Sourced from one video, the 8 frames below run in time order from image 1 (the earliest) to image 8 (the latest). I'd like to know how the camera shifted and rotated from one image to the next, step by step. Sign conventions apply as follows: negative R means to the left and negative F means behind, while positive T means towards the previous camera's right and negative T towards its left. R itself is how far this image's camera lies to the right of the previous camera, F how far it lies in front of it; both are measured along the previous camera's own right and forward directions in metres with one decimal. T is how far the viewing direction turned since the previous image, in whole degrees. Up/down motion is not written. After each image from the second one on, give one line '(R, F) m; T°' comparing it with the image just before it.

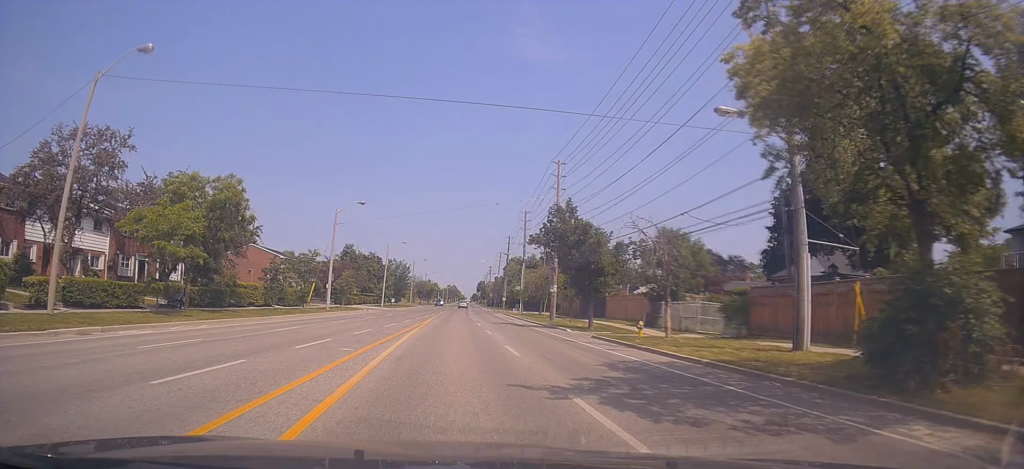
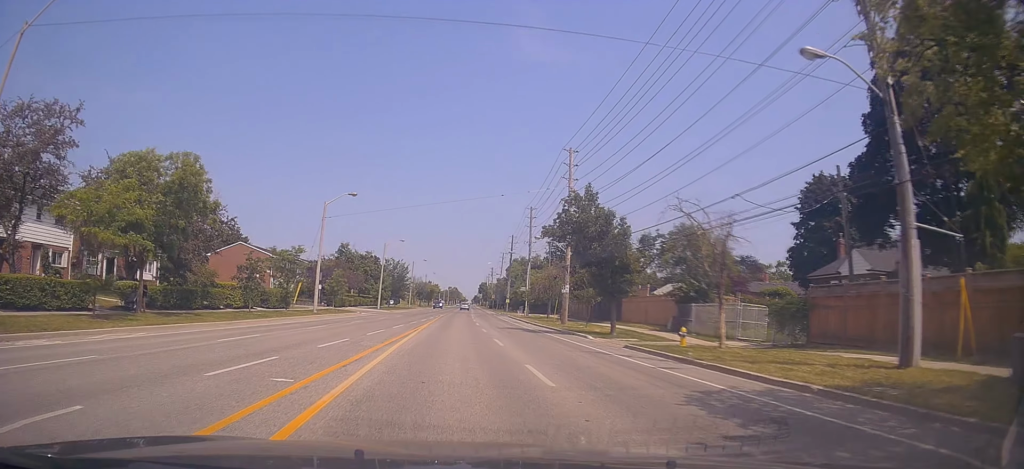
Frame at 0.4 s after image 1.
(0.0, +5.0) m; +1°
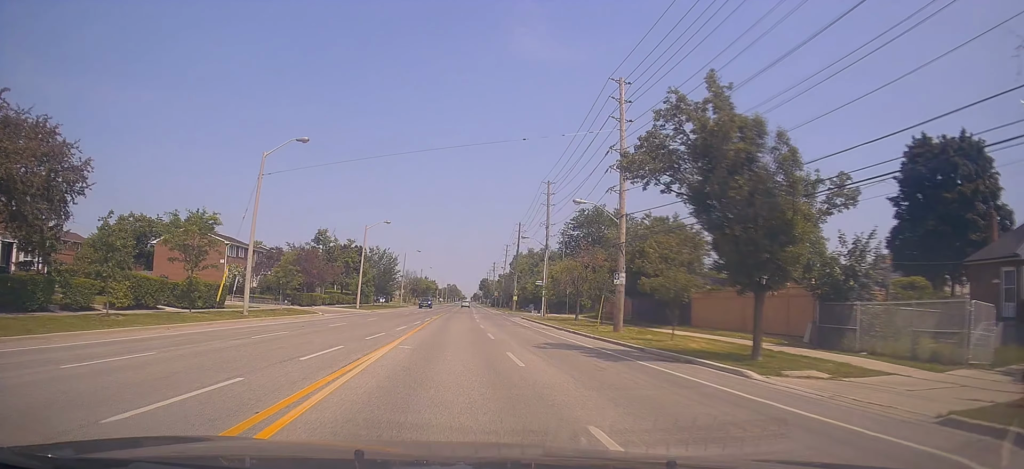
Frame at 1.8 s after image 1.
(+0.4, +15.5) m; +1°
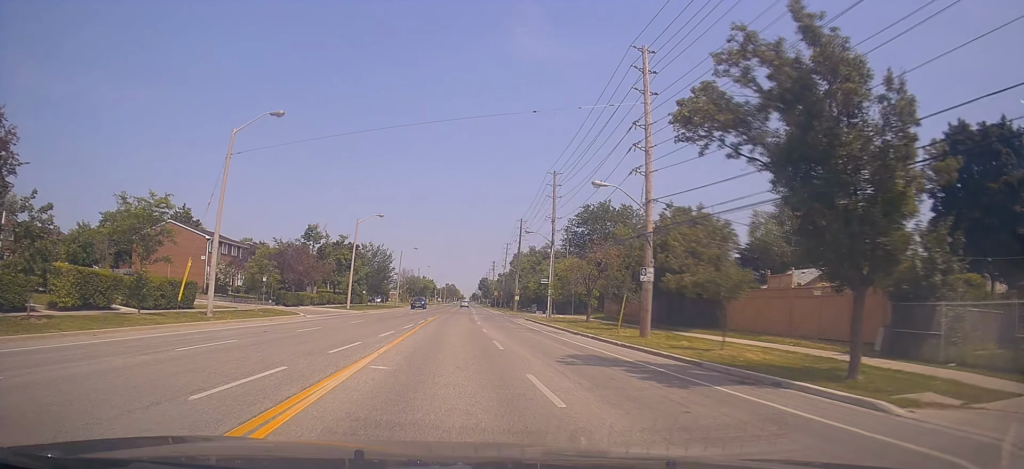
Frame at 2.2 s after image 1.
(0.0, +4.6) m; 0°
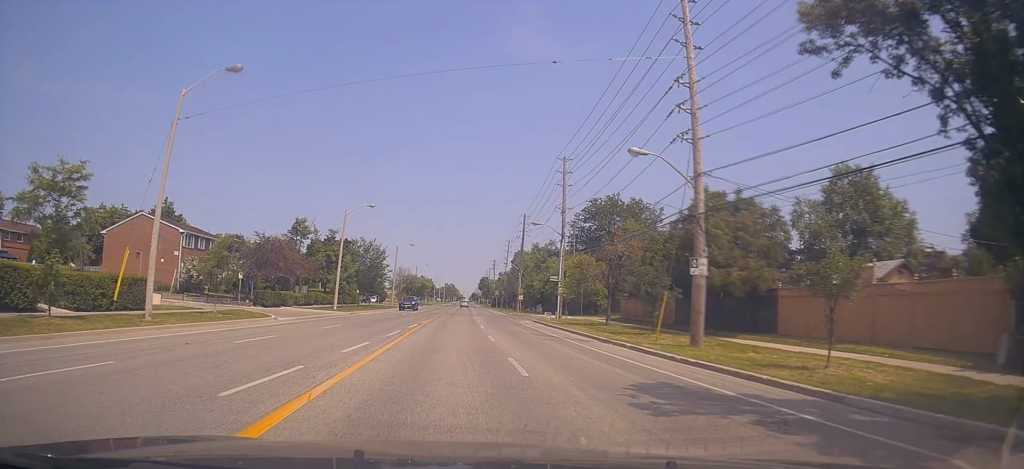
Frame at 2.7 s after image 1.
(-0.2, +5.7) m; 0°
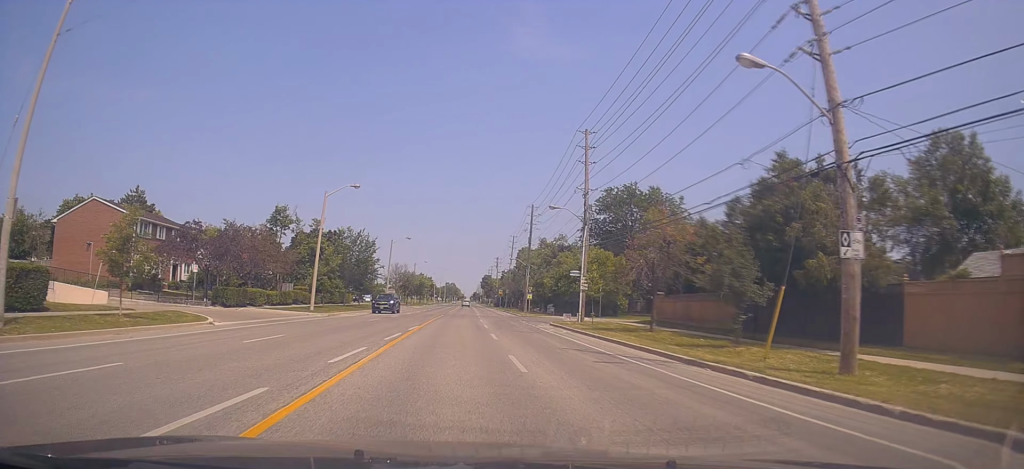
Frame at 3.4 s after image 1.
(0.0, +8.6) m; 0°
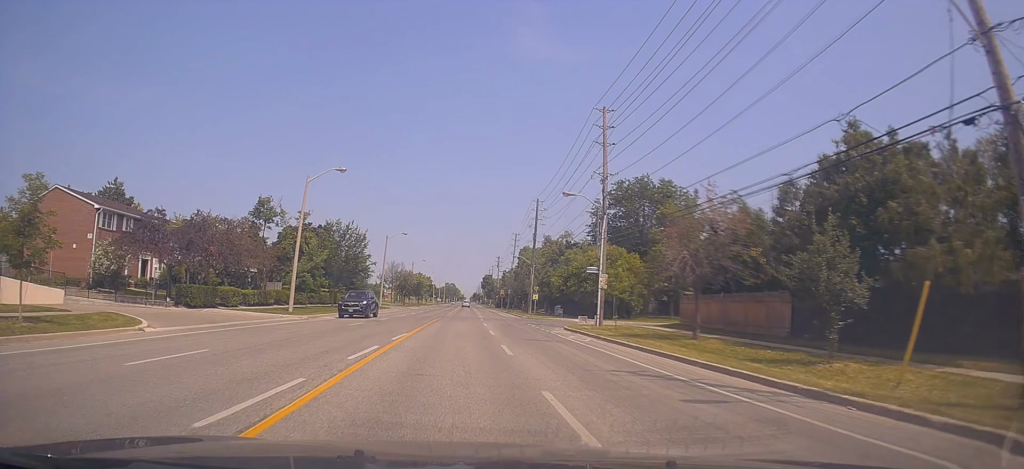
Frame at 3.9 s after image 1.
(+0.1, +5.6) m; 0°
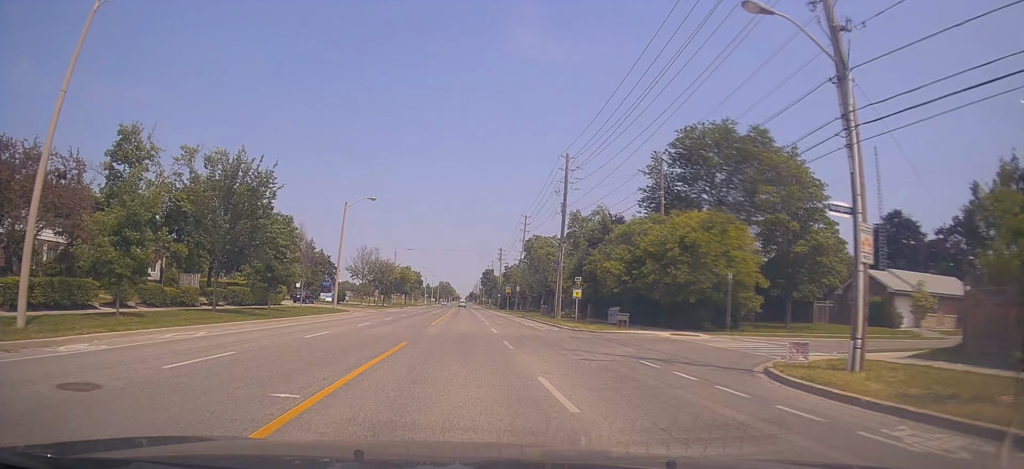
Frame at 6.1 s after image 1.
(-0.3, +25.2) m; -2°
